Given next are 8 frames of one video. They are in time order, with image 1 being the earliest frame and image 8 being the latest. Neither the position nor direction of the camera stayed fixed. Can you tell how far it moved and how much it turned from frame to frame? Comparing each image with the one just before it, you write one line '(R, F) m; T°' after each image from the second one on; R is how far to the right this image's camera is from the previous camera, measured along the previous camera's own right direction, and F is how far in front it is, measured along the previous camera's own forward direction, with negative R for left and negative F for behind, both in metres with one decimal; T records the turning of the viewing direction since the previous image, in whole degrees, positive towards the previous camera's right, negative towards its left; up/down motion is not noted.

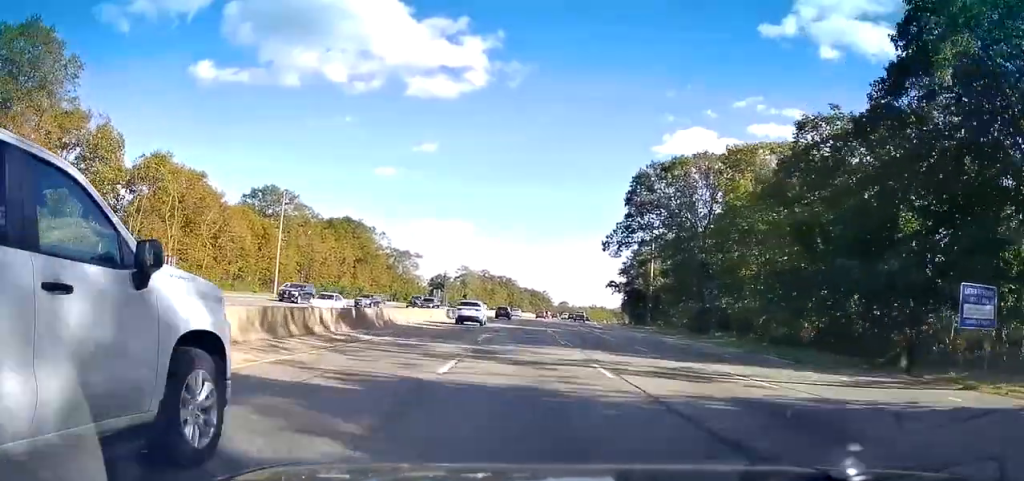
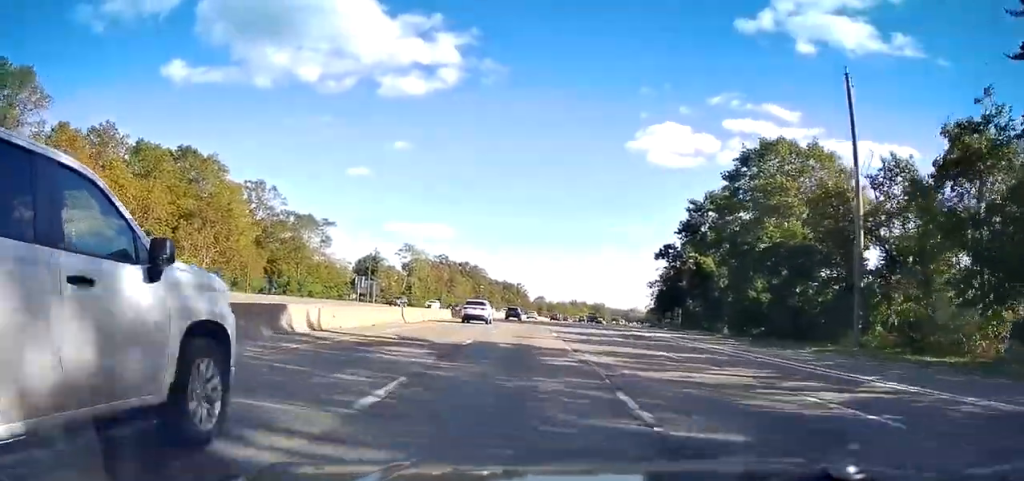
(+0.6, +66.5) m; +1°
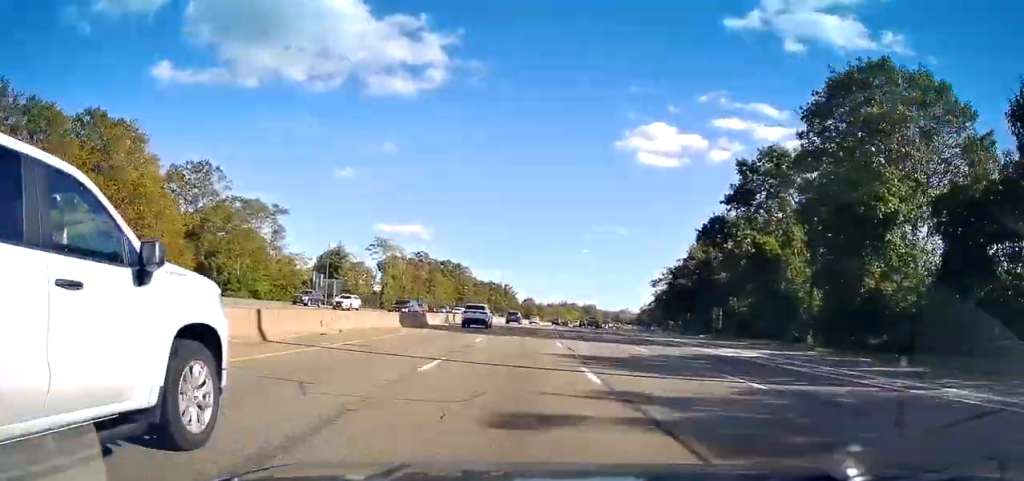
(+0.1, +19.4) m; +1°
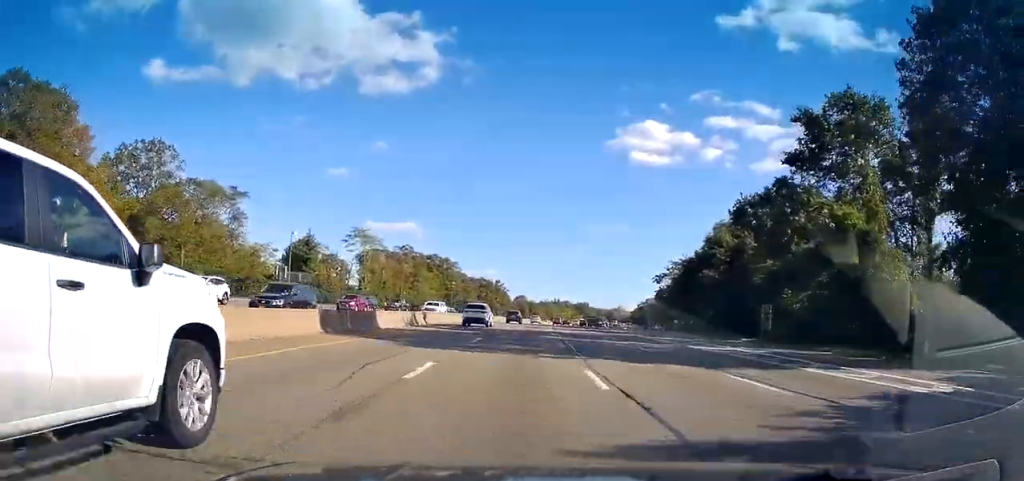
(-0.1, +13.3) m; +1°
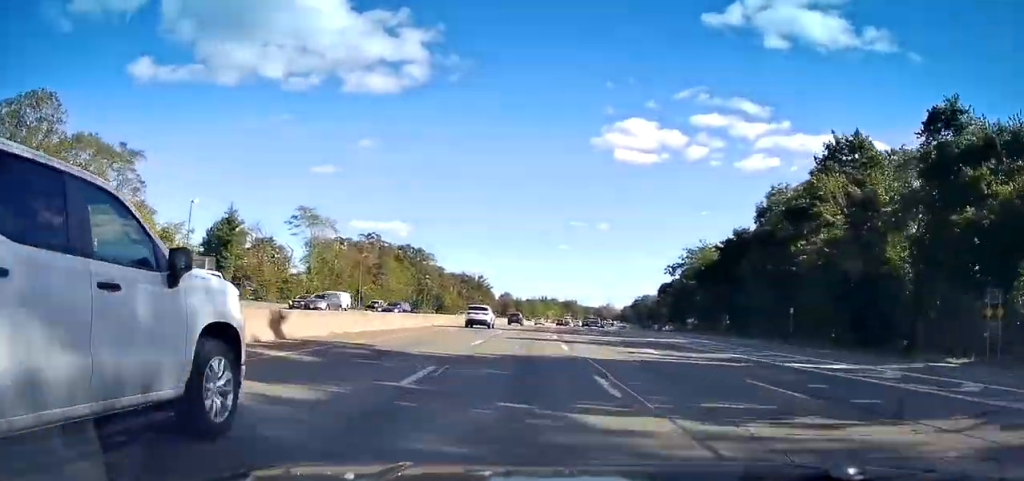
(+0.4, +25.3) m; +2°
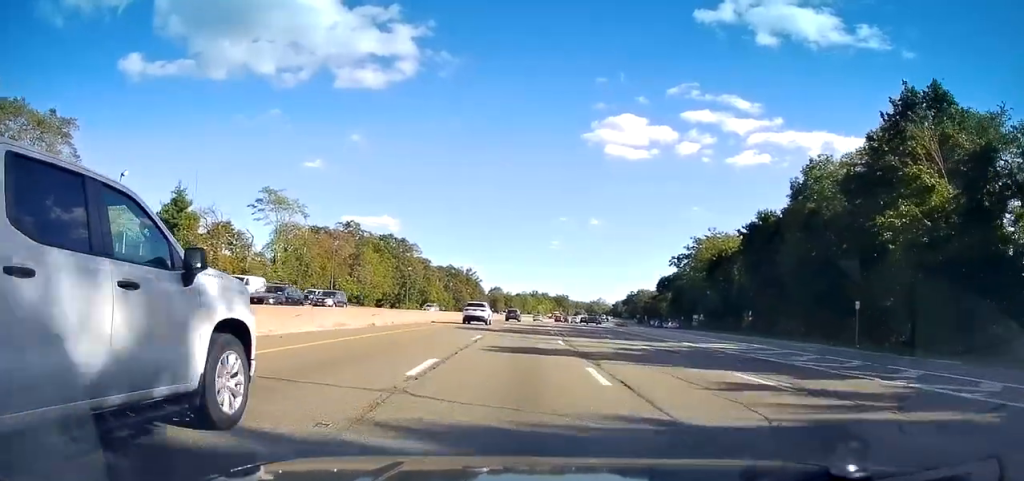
(+0.1, +11.5) m; +1°
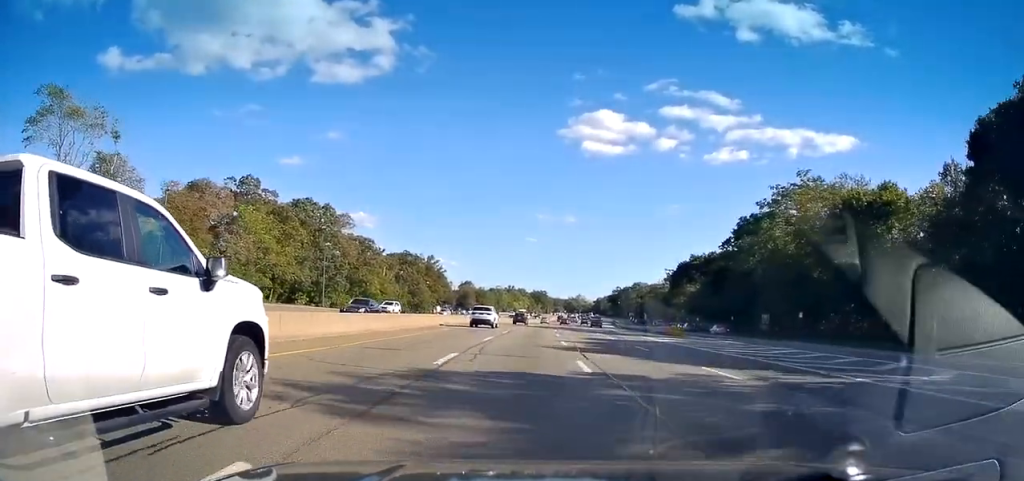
(+0.5, +45.4) m; +2°
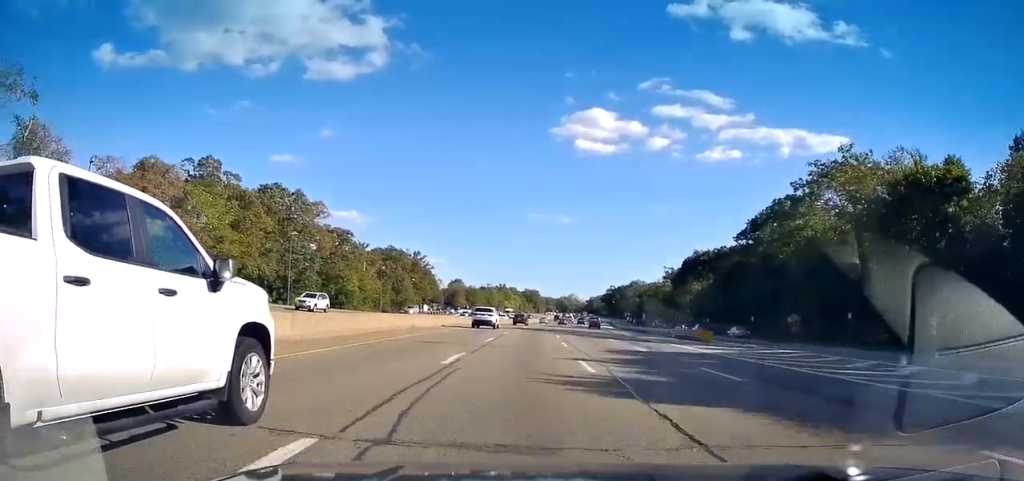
(-0.1, +11.3) m; +1°
